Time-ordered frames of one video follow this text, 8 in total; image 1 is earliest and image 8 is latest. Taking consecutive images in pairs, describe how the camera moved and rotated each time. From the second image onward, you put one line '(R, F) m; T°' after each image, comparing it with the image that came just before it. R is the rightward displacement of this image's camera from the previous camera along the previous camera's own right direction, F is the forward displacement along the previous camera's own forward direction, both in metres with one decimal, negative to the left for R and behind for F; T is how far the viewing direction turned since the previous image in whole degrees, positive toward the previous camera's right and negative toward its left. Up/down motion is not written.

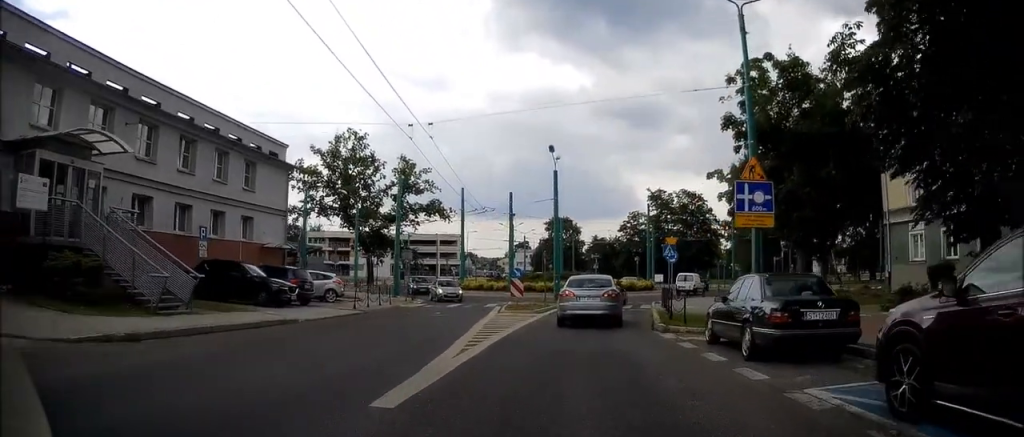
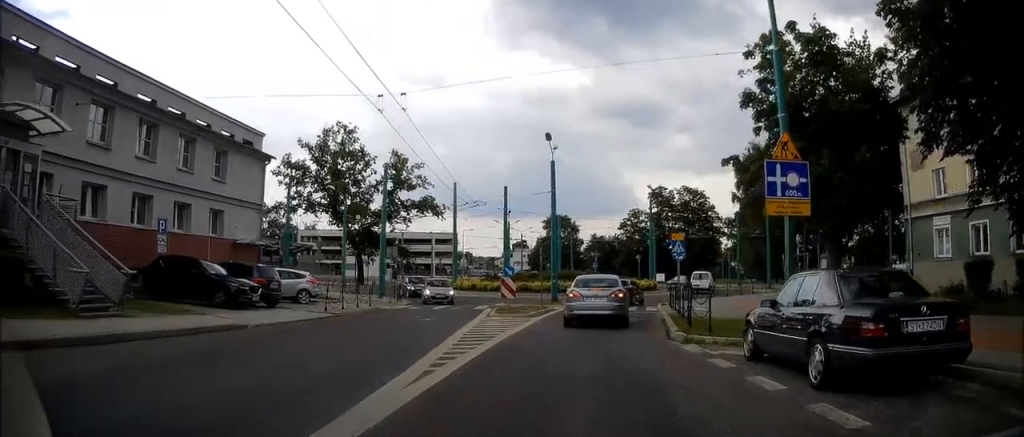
(0.0, +3.0) m; 0°
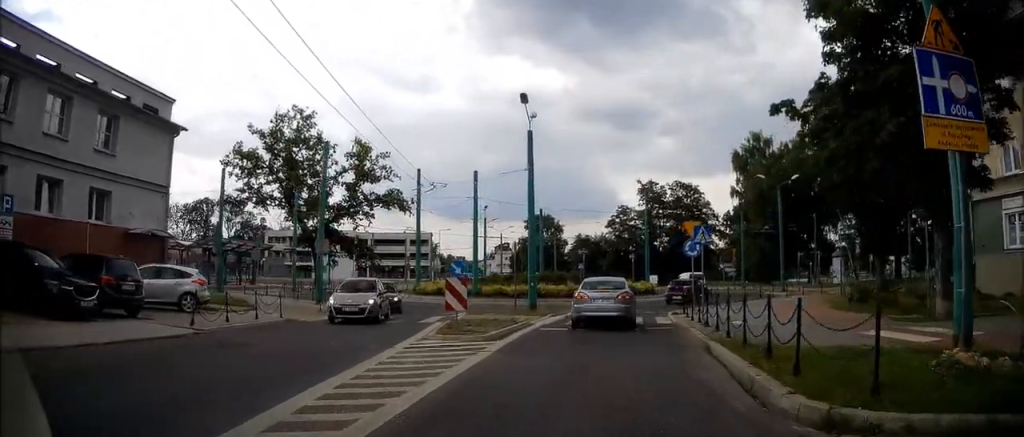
(0.0, +7.3) m; +1°
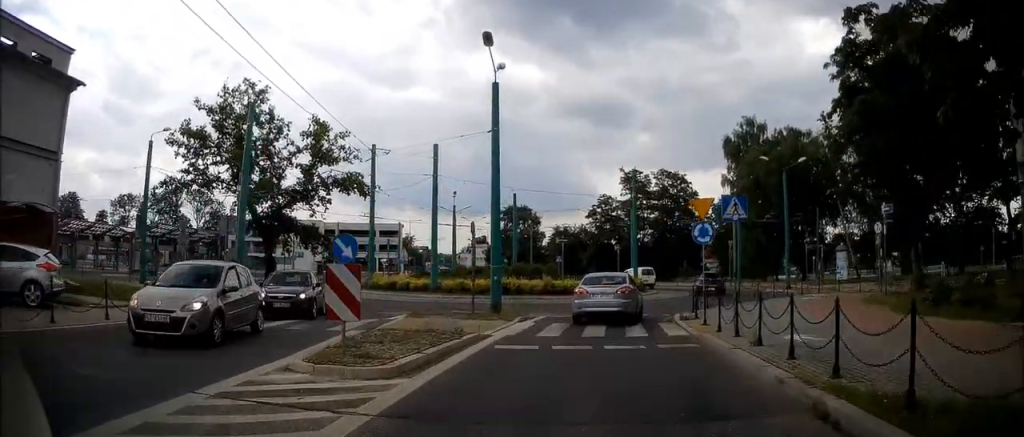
(0.0, +5.3) m; +1°
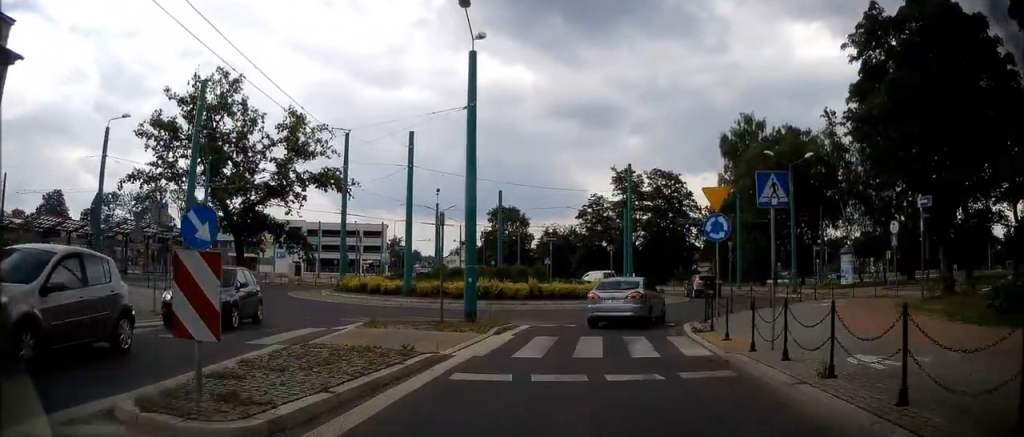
(0.0, +3.4) m; +1°
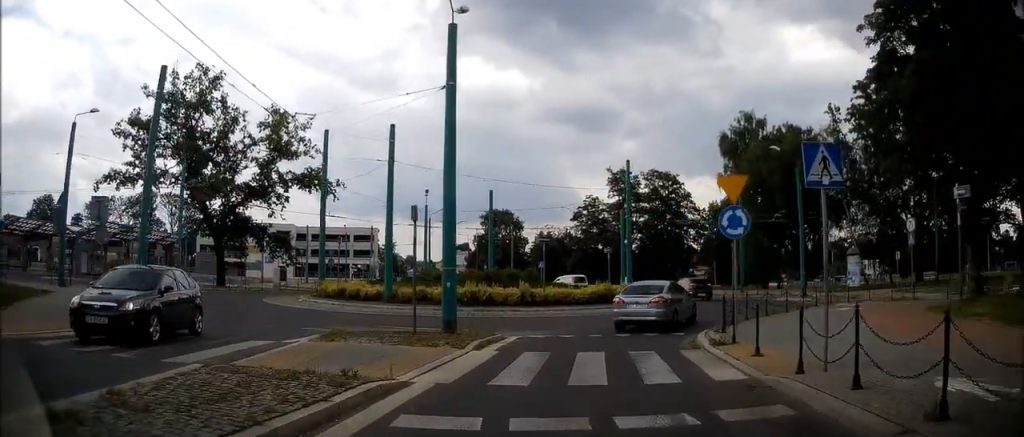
(0.0, +2.7) m; +1°
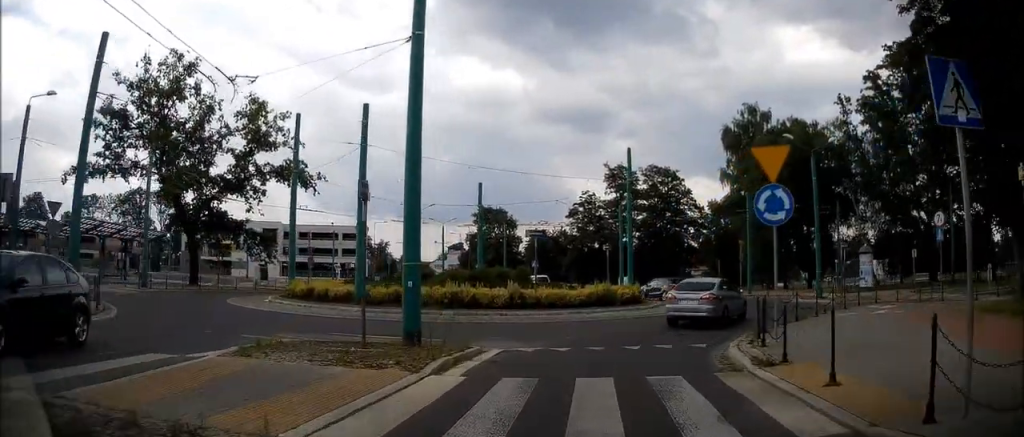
(0.0, +4.0) m; +2°
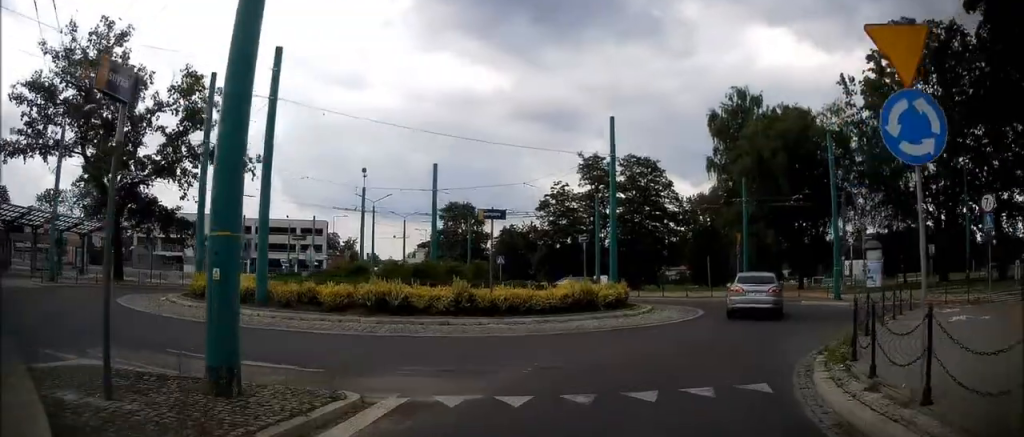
(+0.2, +7.3) m; +6°
